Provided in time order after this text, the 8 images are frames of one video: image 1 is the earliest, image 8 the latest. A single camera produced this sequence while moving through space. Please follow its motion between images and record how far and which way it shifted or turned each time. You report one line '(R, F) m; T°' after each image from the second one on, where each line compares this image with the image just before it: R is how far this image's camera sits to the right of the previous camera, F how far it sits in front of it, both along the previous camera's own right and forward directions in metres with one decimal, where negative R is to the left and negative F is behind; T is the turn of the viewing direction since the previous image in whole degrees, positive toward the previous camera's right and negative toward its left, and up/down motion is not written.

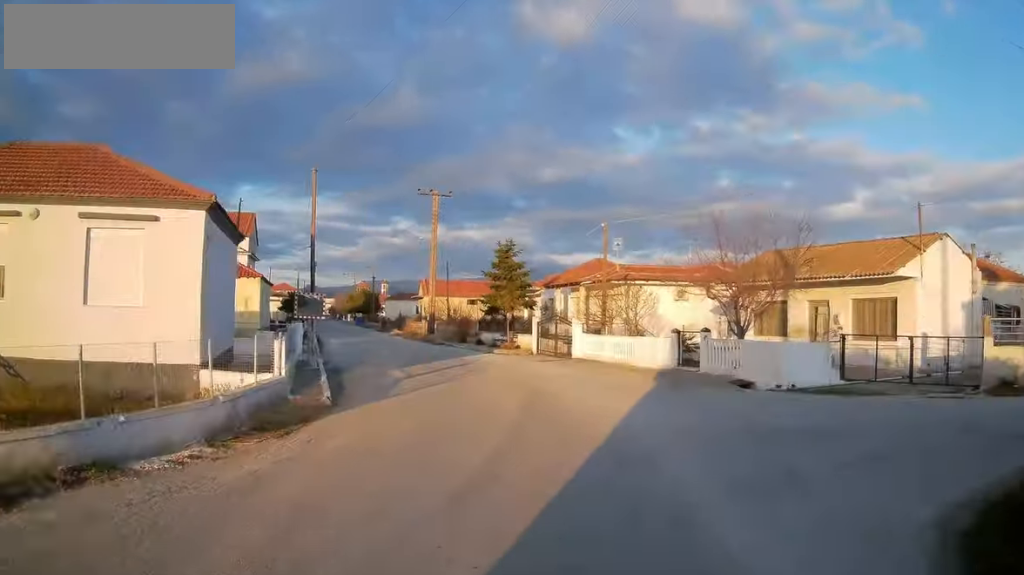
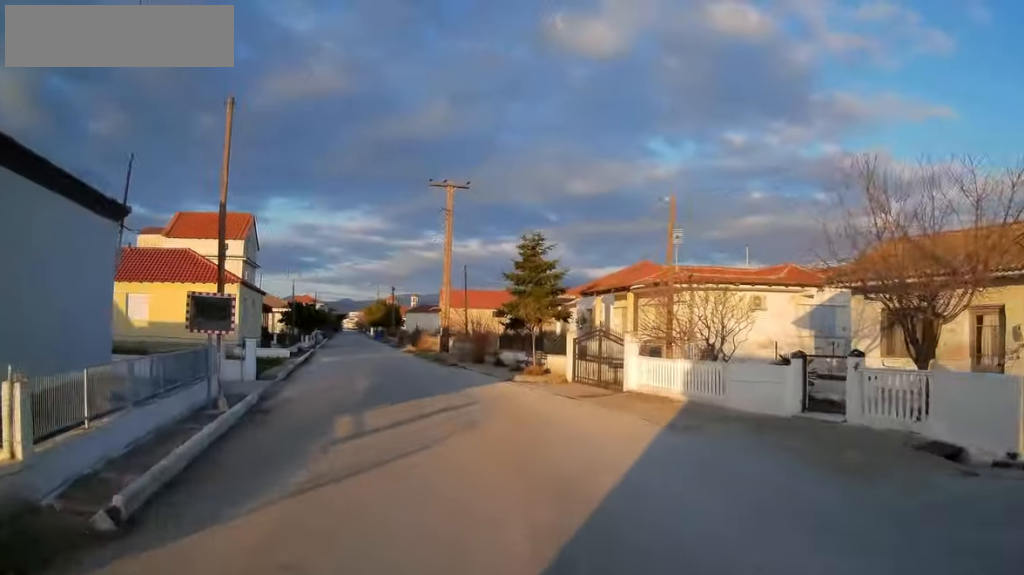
(+0.3, +9.2) m; -1°
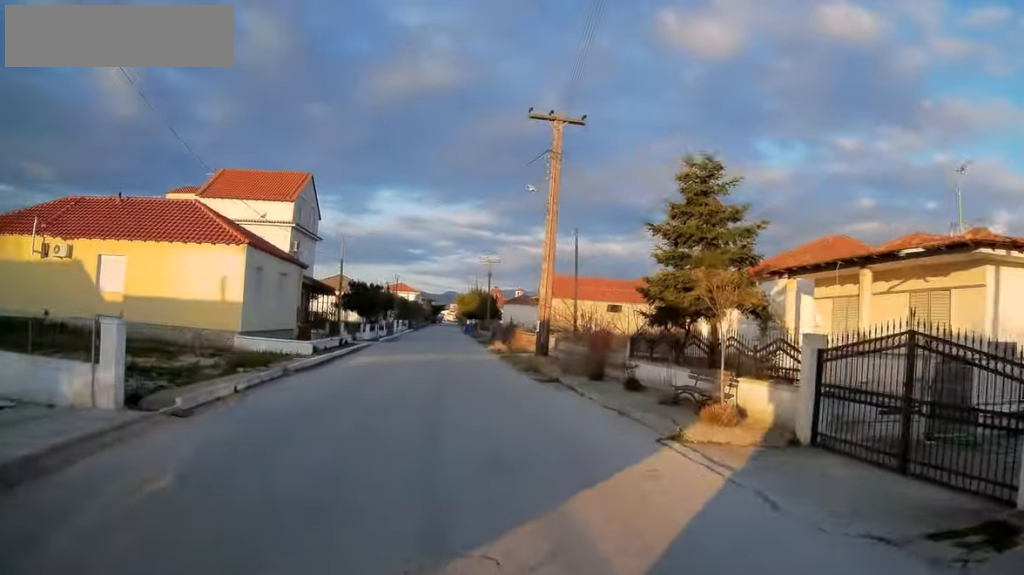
(-0.8, +15.1) m; -6°
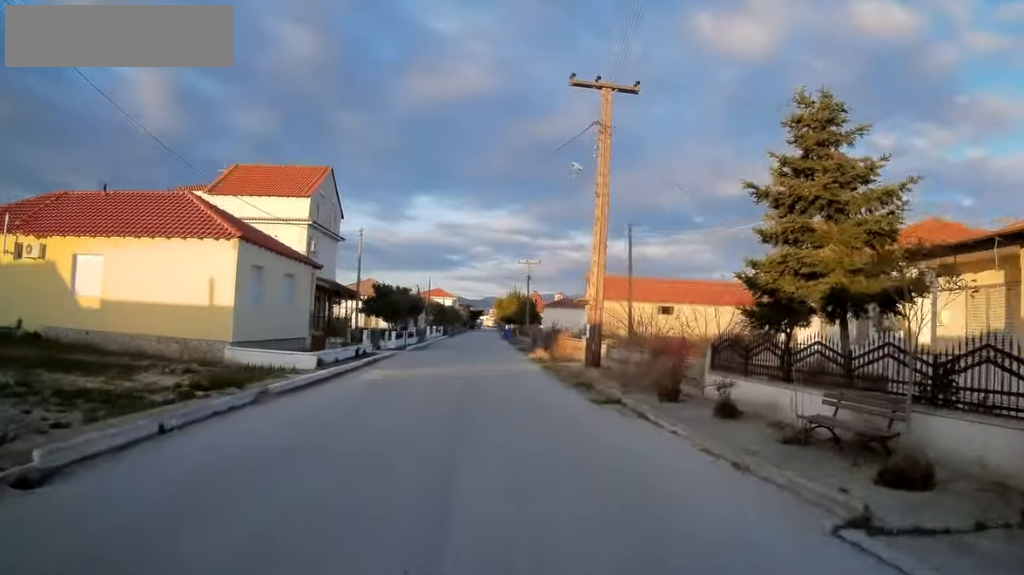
(-0.1, +5.5) m; -2°
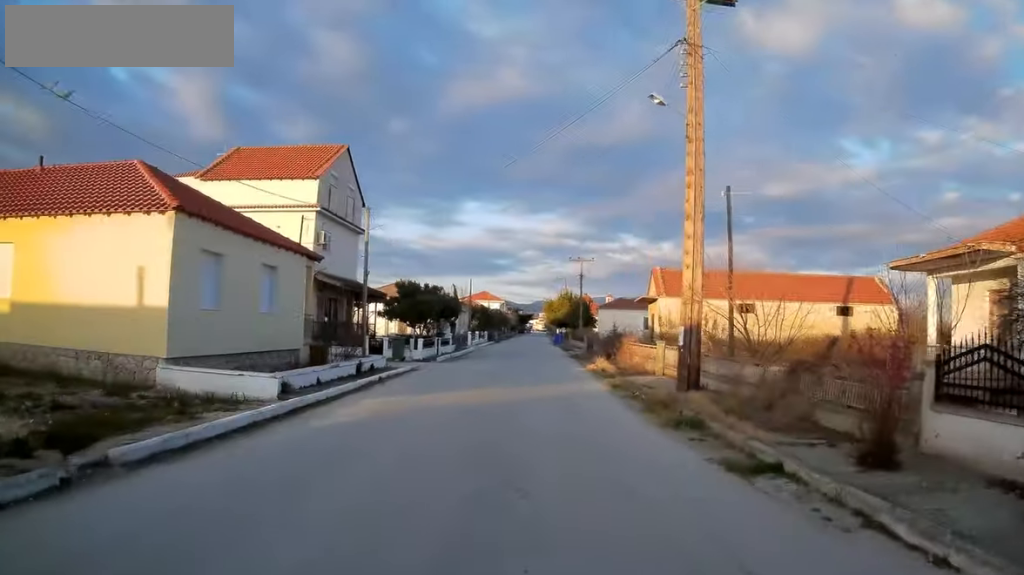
(-0.3, +8.3) m; -5°
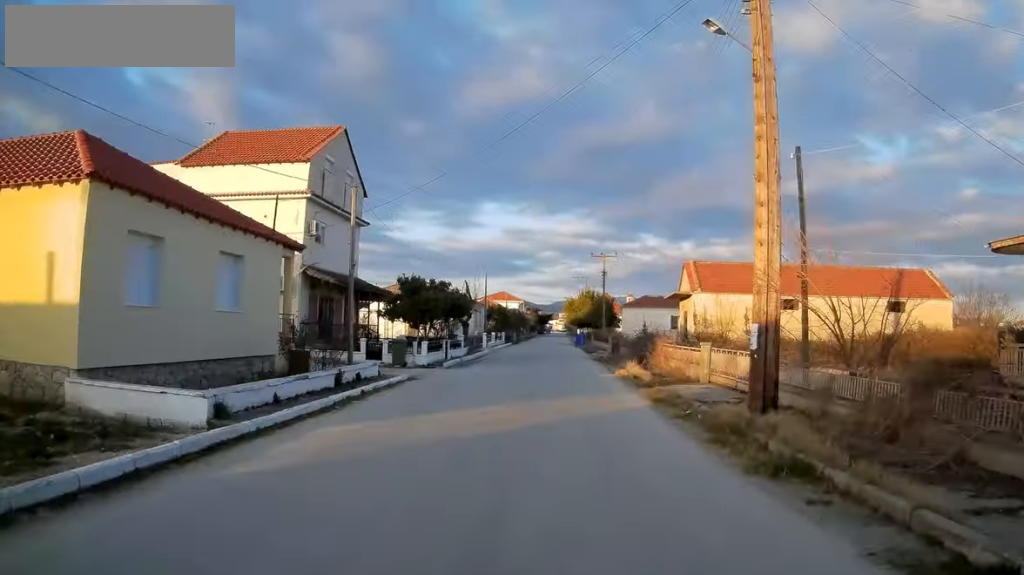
(-0.1, +4.3) m; -3°
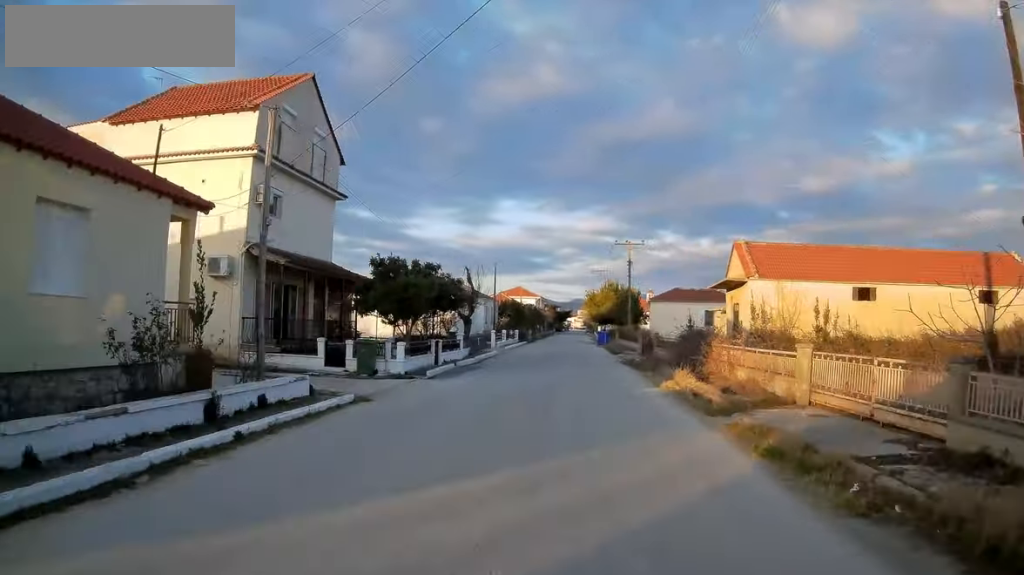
(-0.4, +7.5) m; -4°
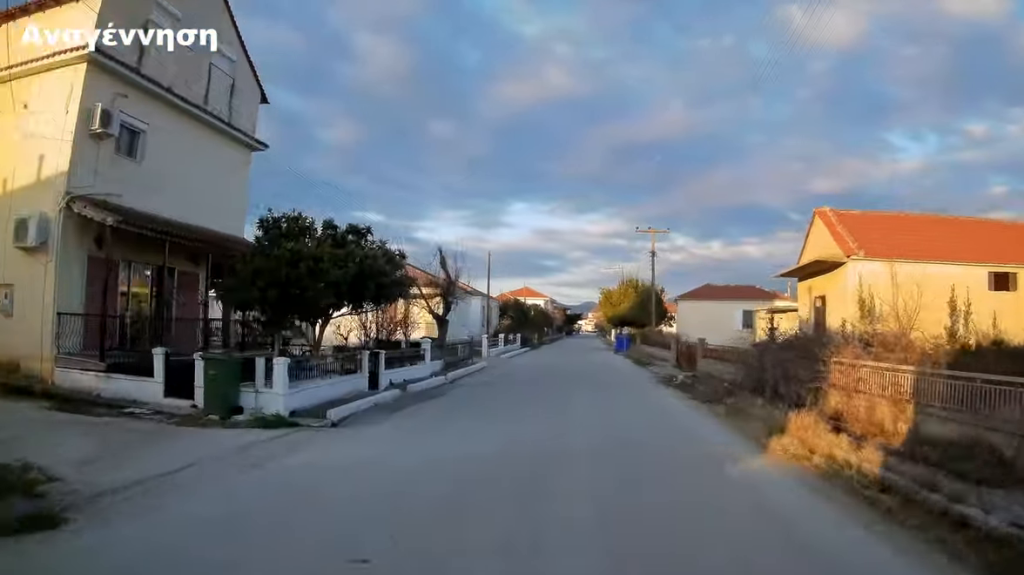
(-0.4, +9.6) m; -2°
